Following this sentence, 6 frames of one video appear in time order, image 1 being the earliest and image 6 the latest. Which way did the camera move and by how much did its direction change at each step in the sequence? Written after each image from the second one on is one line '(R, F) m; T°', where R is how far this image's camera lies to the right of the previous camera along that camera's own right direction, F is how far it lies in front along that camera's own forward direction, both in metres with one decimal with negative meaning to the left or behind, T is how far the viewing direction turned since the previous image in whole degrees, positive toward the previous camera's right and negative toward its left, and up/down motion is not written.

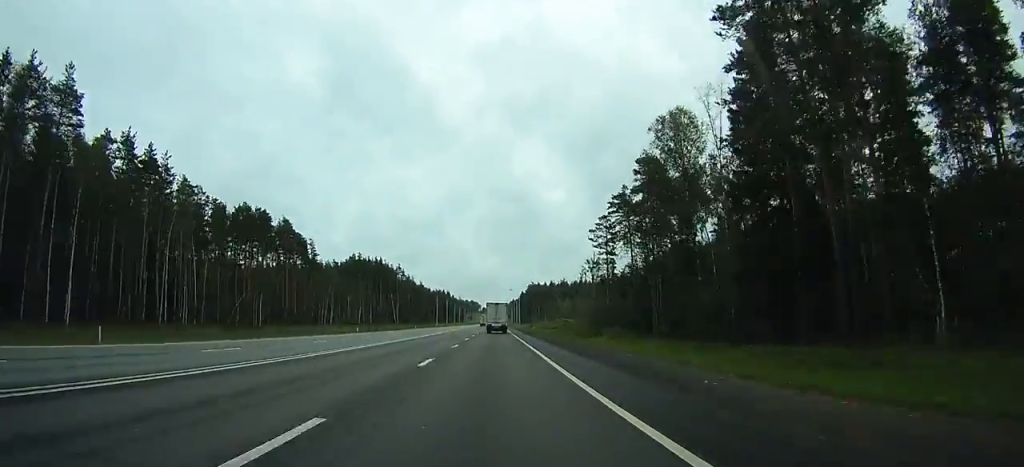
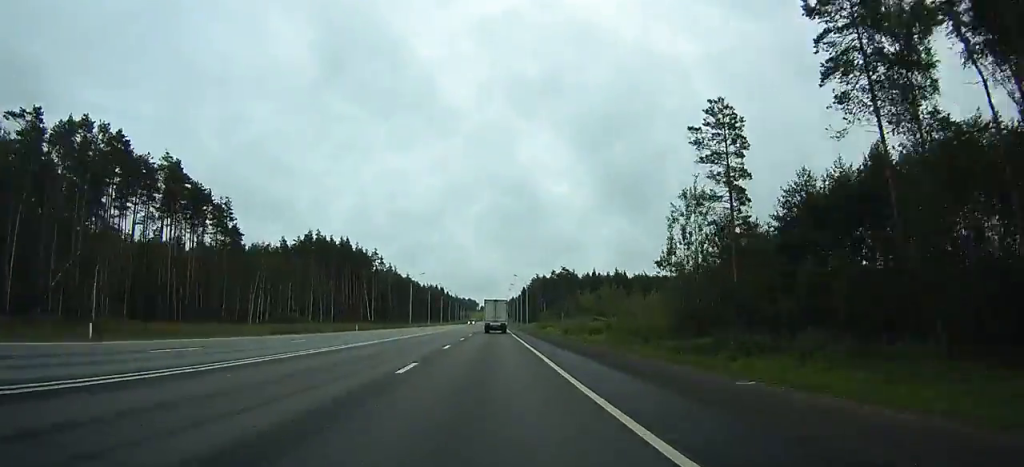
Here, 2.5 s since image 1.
(-0.3, +51.6) m; 0°
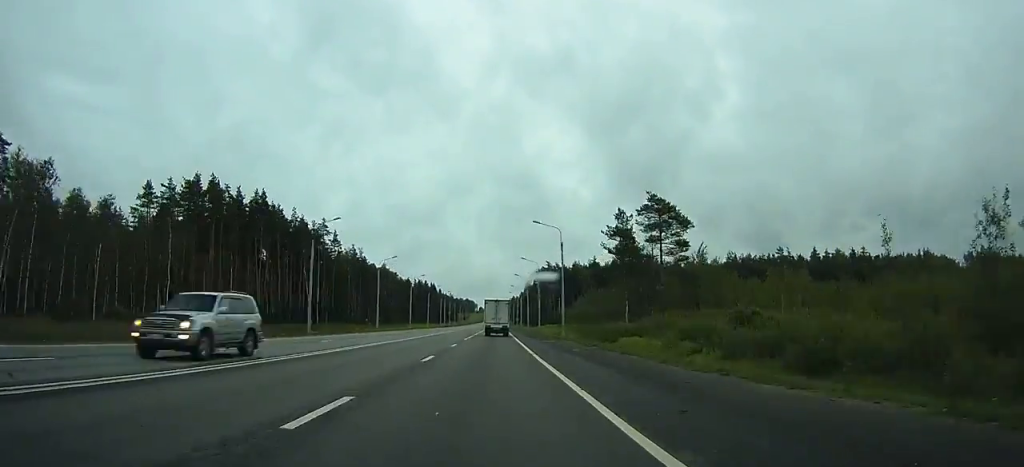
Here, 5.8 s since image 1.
(+0.4, +68.0) m; 0°
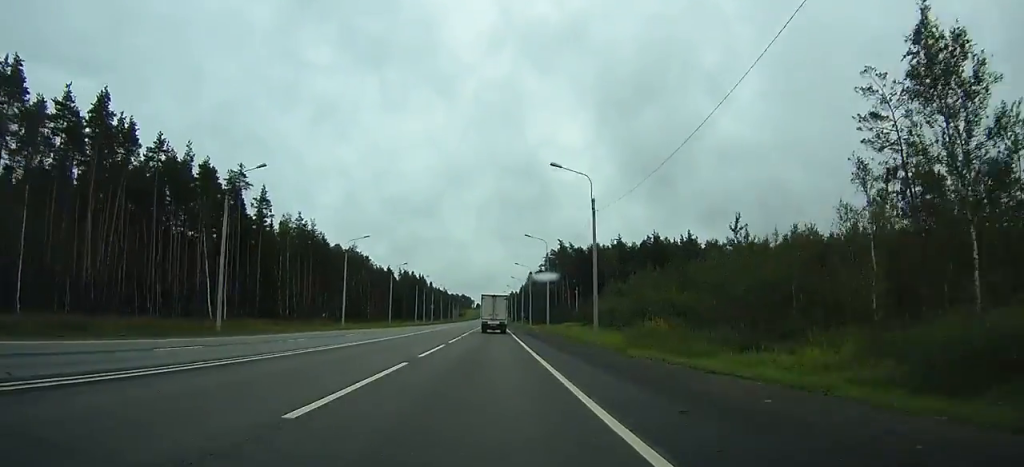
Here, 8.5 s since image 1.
(-0.2, +53.0) m; 0°
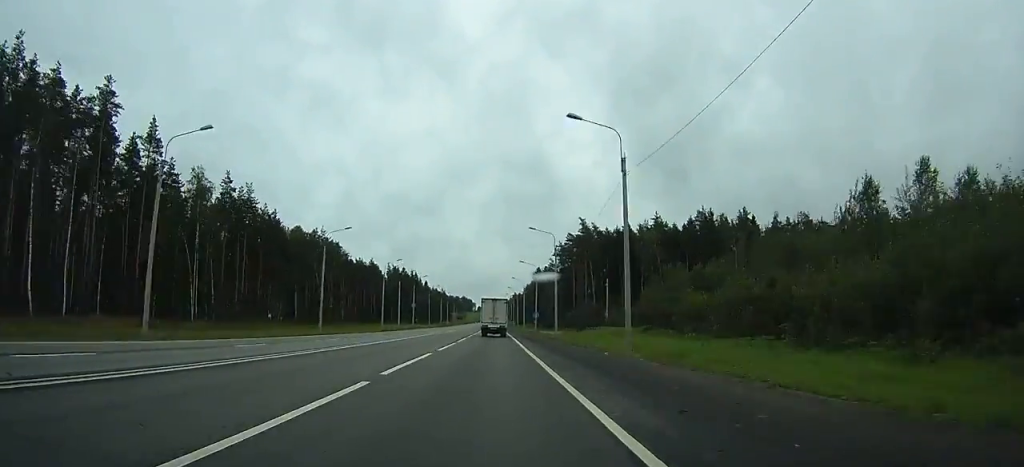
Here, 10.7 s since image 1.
(+0.2, +43.0) m; 0°
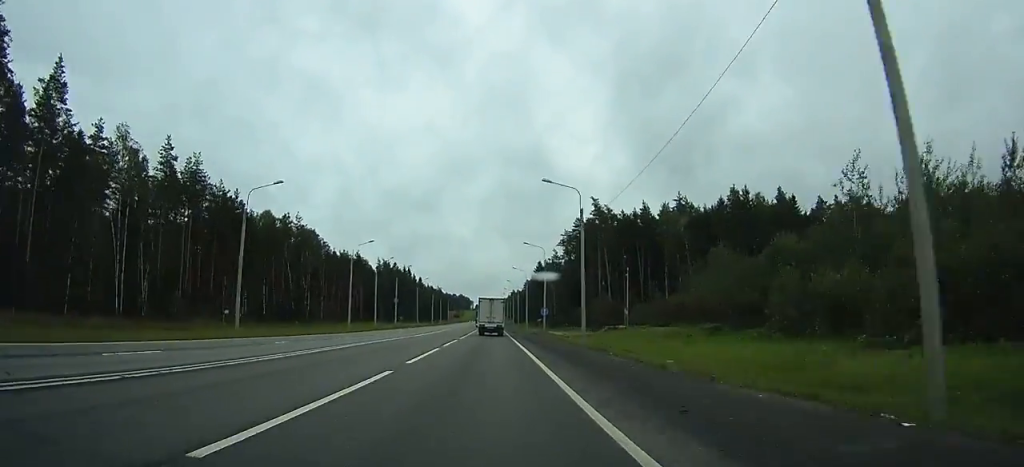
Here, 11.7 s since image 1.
(0.0, +20.6) m; 0°
